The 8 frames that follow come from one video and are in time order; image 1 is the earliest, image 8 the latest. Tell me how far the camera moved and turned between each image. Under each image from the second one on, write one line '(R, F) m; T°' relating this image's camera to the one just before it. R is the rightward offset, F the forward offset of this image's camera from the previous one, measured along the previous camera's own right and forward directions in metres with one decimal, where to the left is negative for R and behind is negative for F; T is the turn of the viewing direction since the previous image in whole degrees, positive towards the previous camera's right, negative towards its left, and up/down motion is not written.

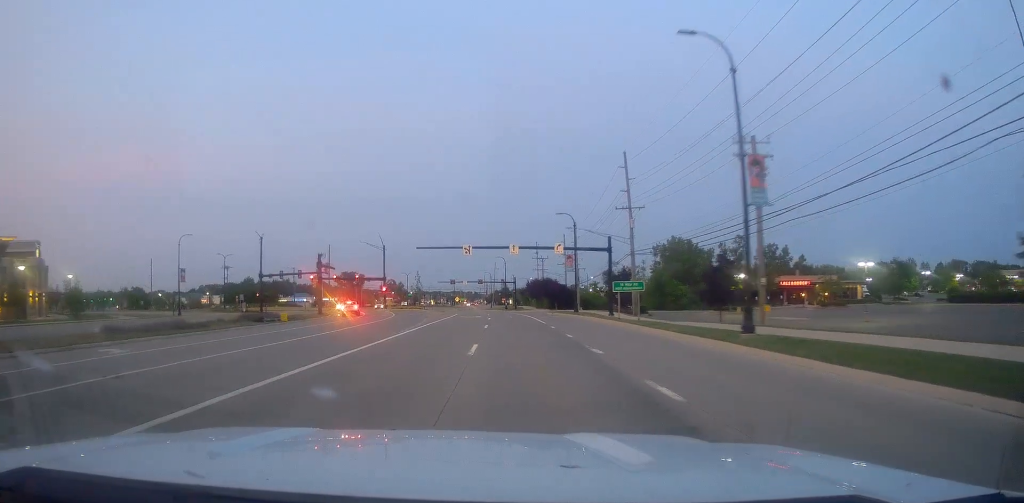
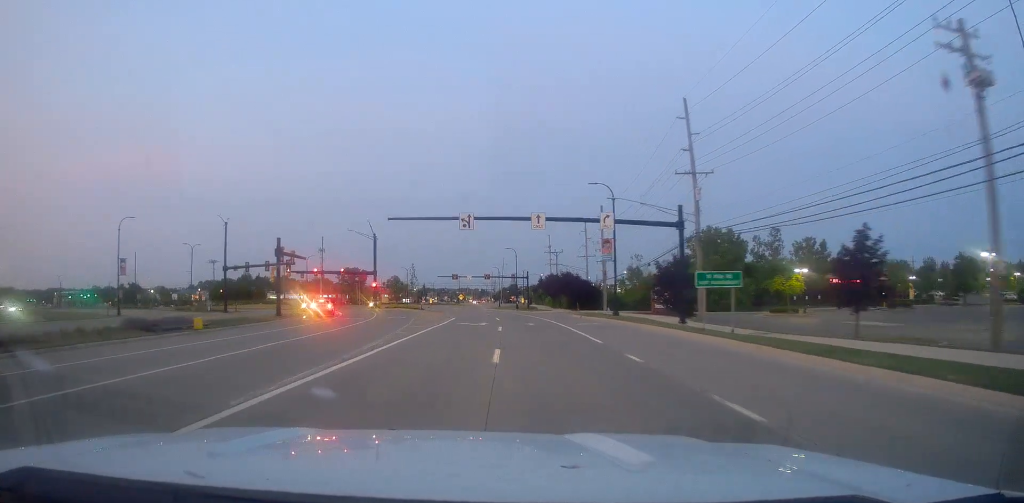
(0.0, +17.0) m; -2°
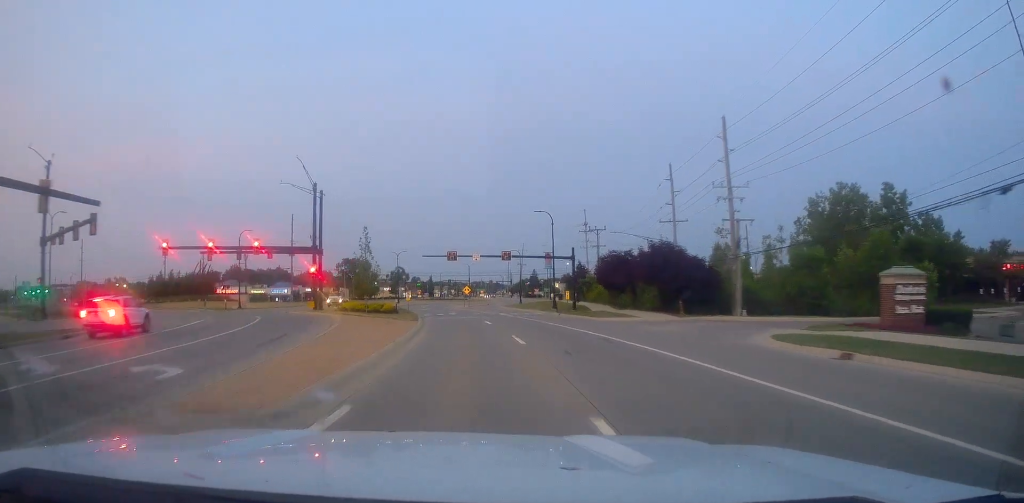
(-0.4, +42.2) m; -1°
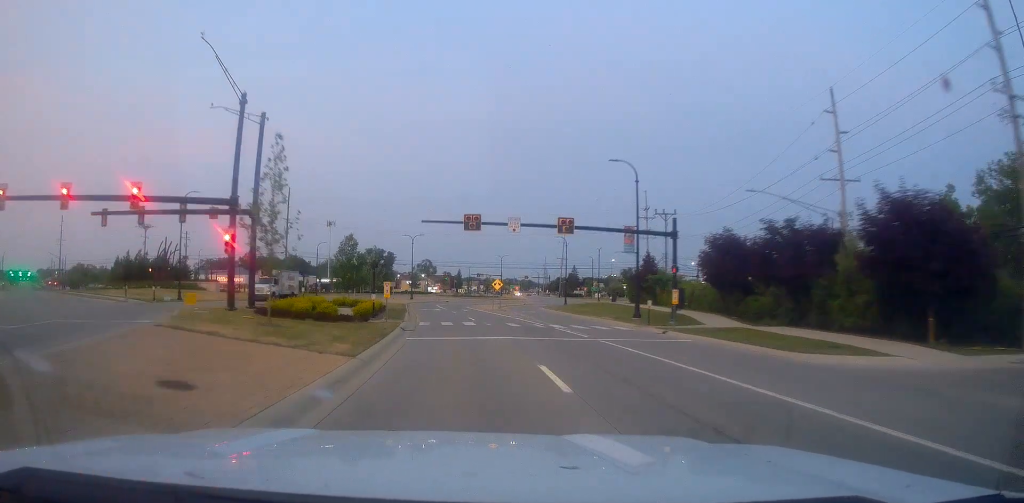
(-1.1, +27.7) m; -3°
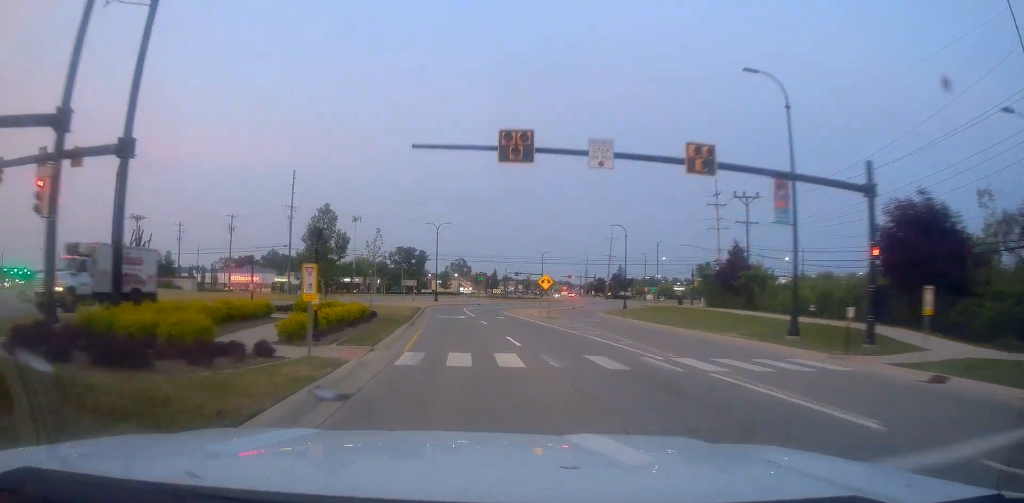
(+0.2, +19.6) m; 0°
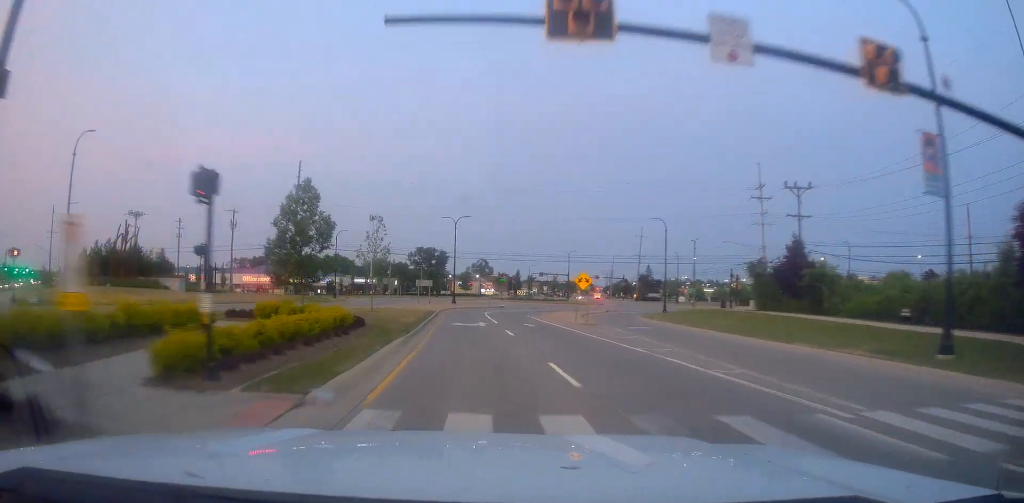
(-0.2, +8.8) m; -1°
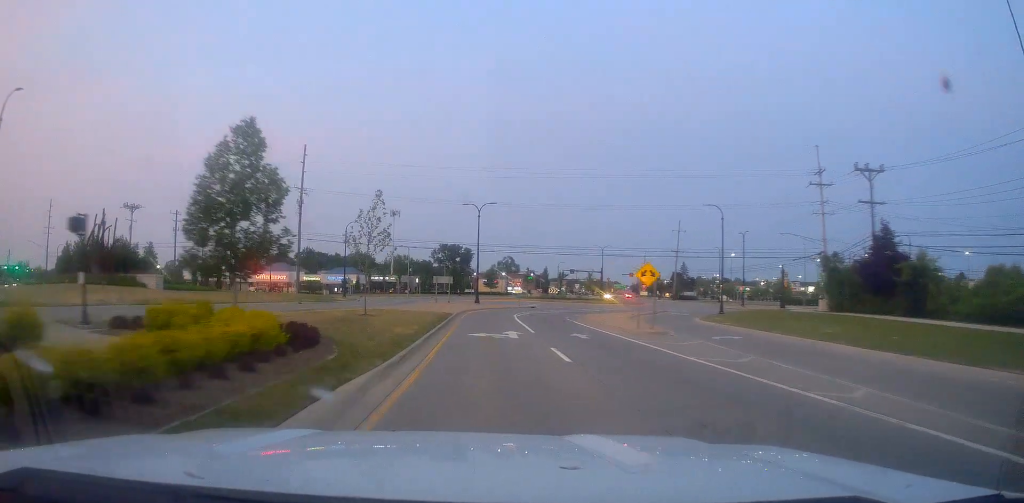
(-0.1, +10.5) m; -1°
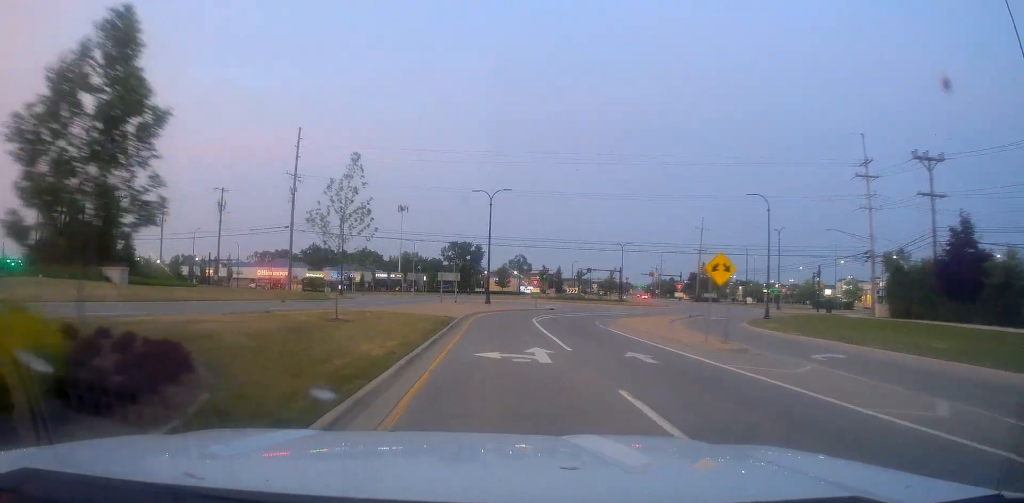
(0.0, +8.2) m; -1°
